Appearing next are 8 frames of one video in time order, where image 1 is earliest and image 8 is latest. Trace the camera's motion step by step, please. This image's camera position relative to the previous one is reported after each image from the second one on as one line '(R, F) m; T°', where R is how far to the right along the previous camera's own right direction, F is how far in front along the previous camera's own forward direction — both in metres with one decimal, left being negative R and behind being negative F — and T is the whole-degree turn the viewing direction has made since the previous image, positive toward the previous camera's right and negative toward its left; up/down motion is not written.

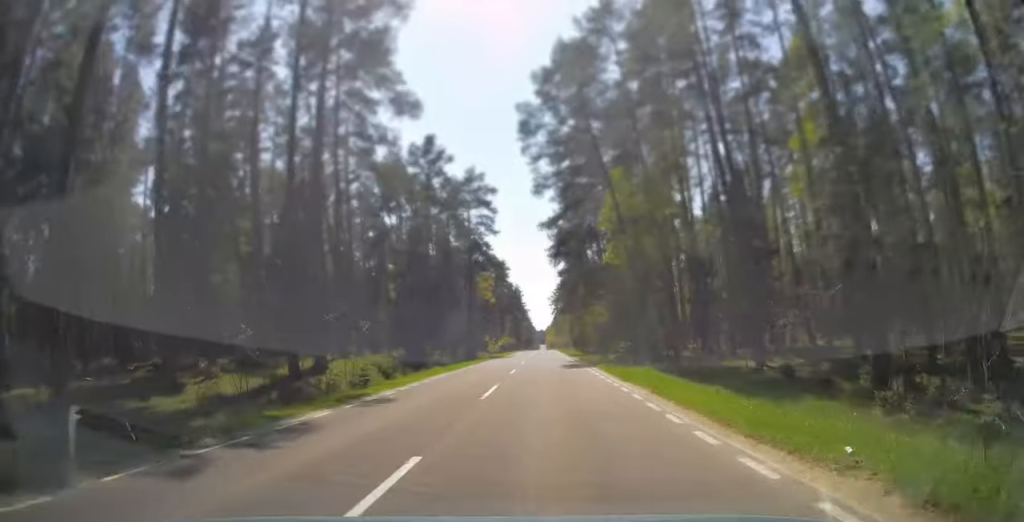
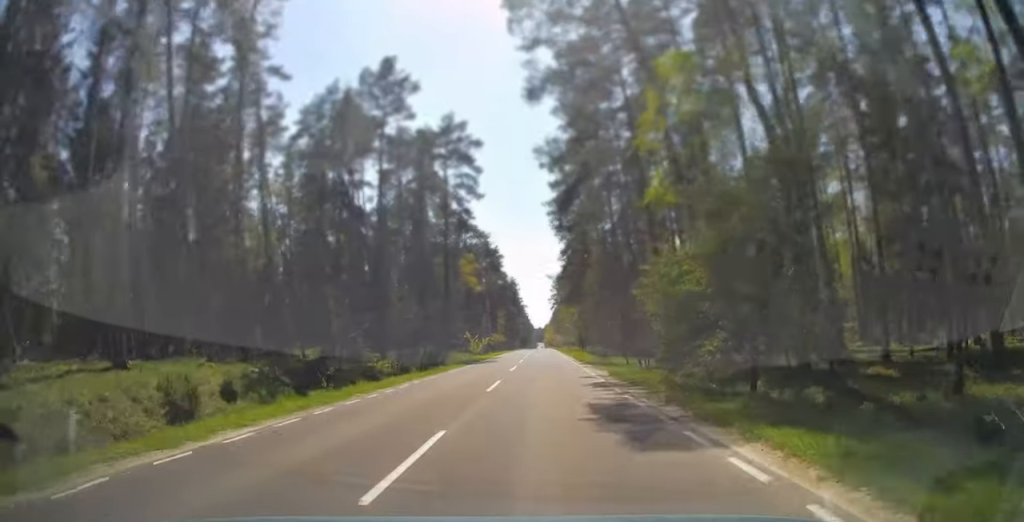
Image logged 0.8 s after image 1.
(+0.2, +21.3) m; 0°
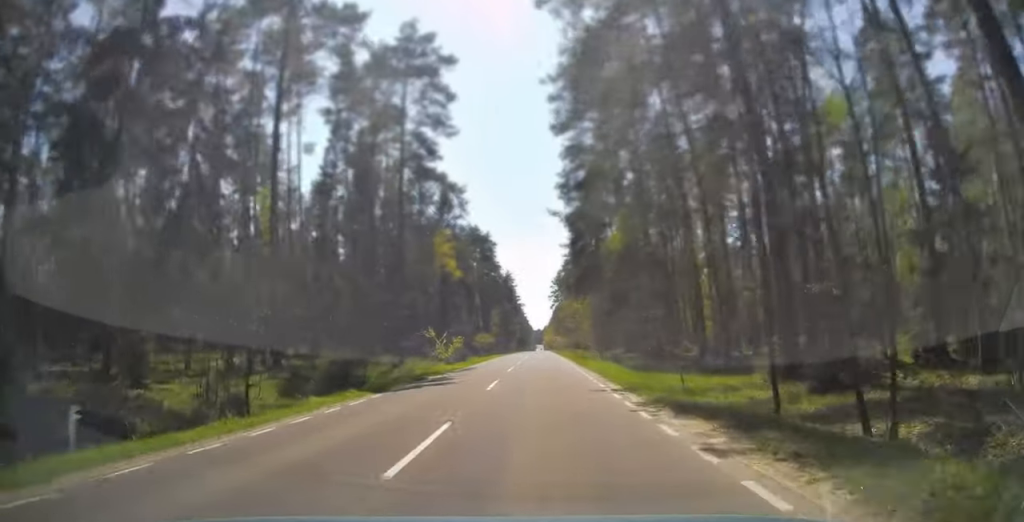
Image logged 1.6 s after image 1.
(-0.1, +22.1) m; 0°
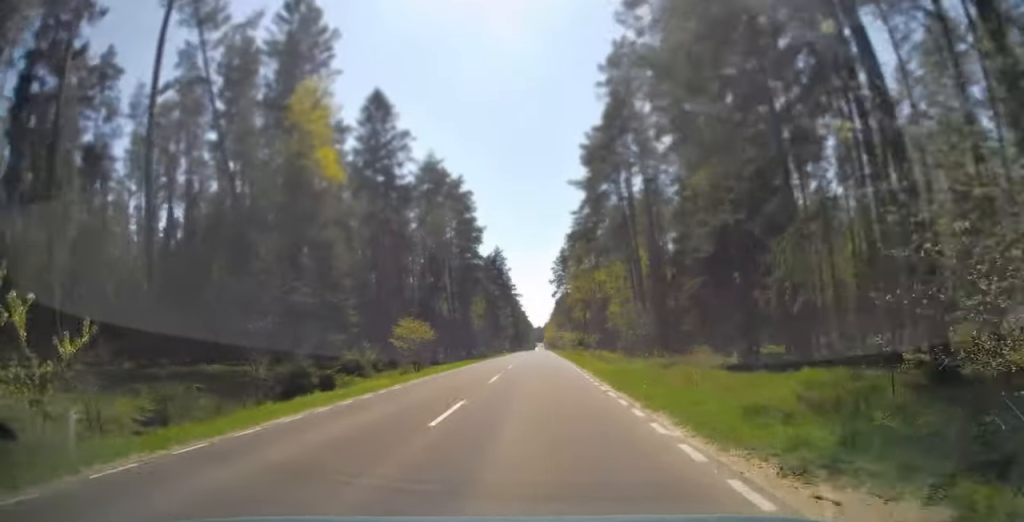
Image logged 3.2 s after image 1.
(+0.2, +42.5) m; 0°
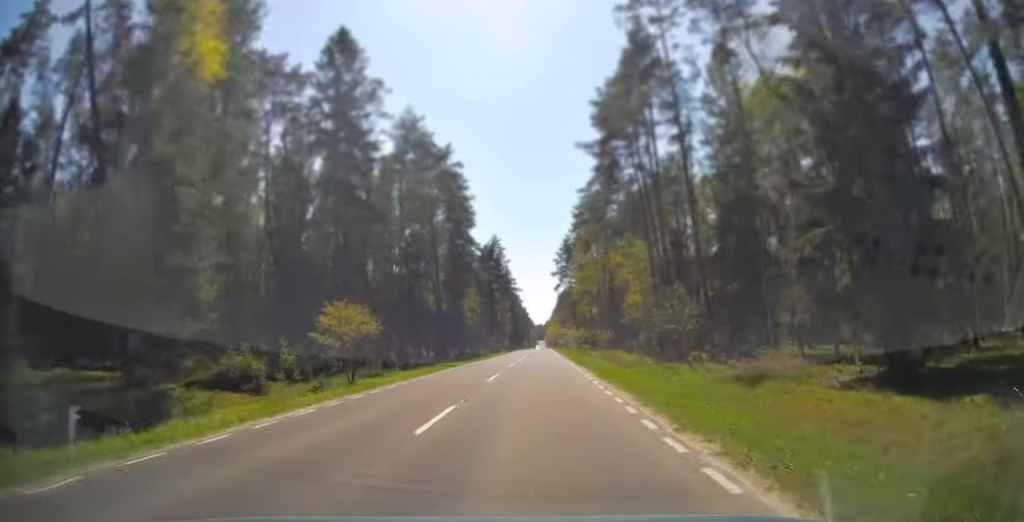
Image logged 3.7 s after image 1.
(-0.2, +12.9) m; 0°
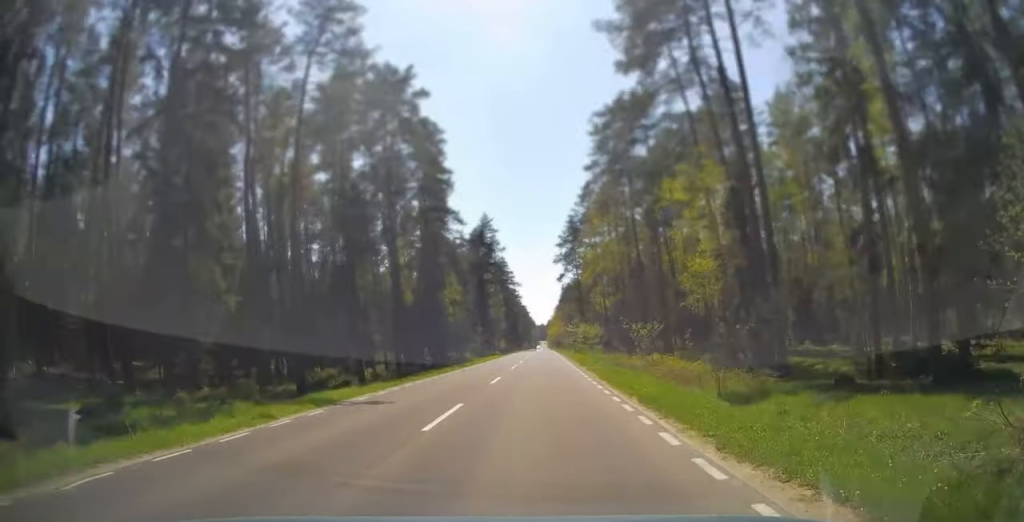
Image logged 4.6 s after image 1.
(-0.2, +22.7) m; 0°
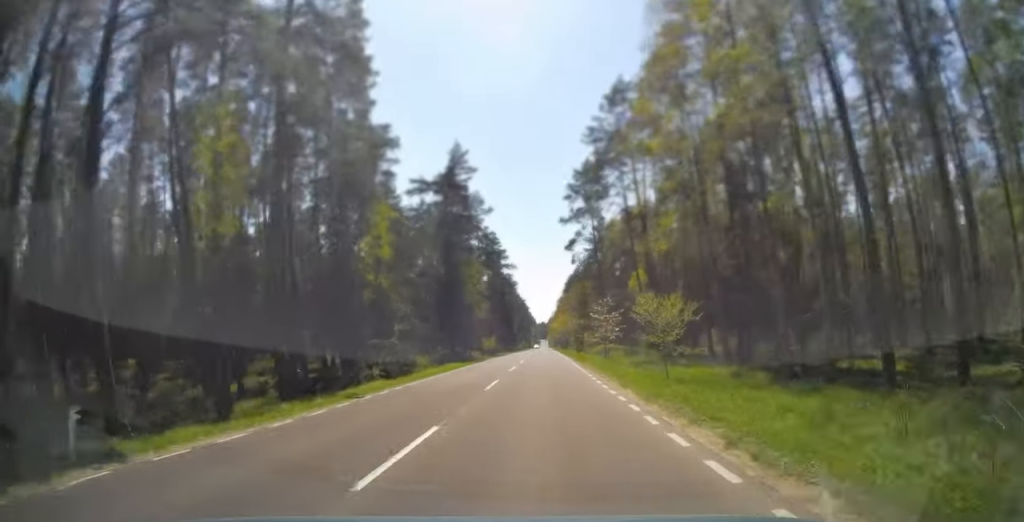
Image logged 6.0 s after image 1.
(+0.2, +39.0) m; 0°
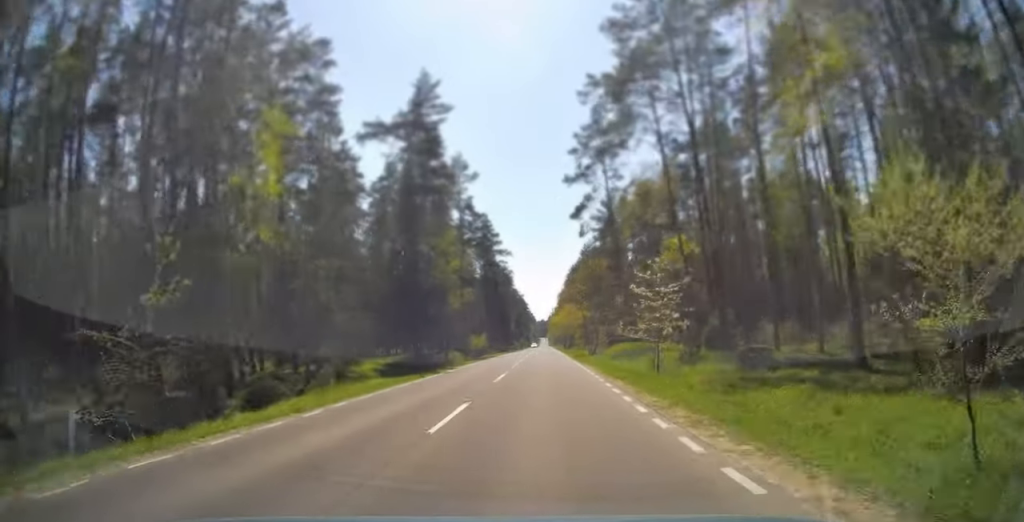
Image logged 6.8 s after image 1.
(0.0, +19.9) m; 0°
